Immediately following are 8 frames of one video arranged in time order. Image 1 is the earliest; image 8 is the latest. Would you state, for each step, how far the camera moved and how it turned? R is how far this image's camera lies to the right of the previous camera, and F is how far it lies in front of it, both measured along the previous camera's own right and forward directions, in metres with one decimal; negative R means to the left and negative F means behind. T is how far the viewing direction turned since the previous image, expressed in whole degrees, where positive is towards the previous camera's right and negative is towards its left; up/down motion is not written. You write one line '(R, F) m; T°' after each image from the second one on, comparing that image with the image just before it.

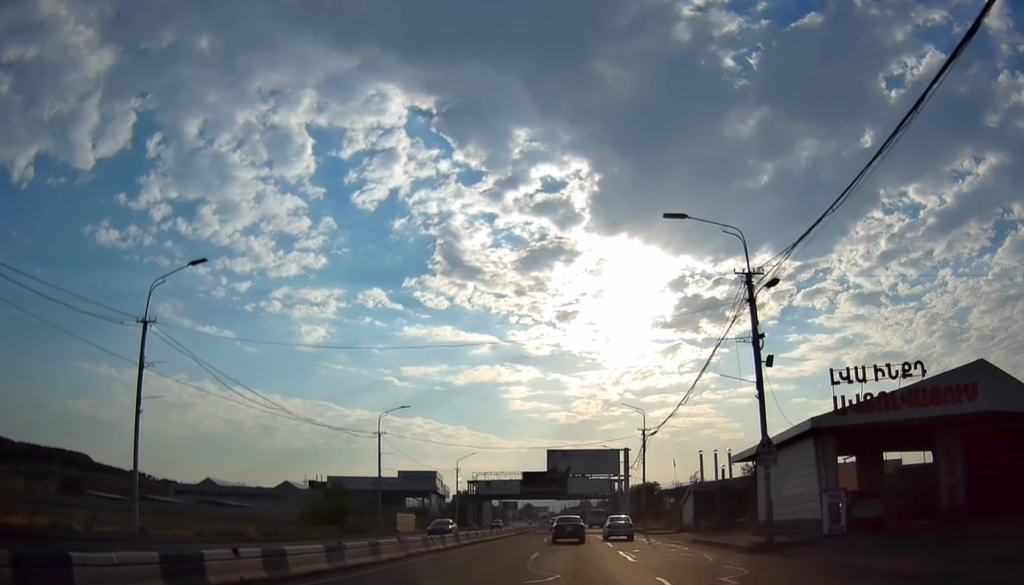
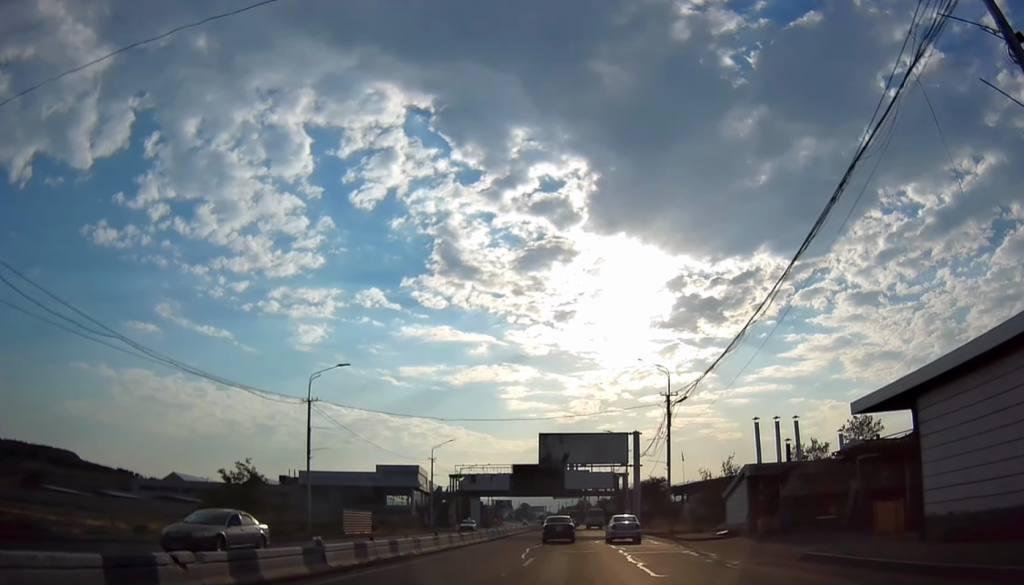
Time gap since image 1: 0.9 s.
(0.0, +16.2) m; 0°
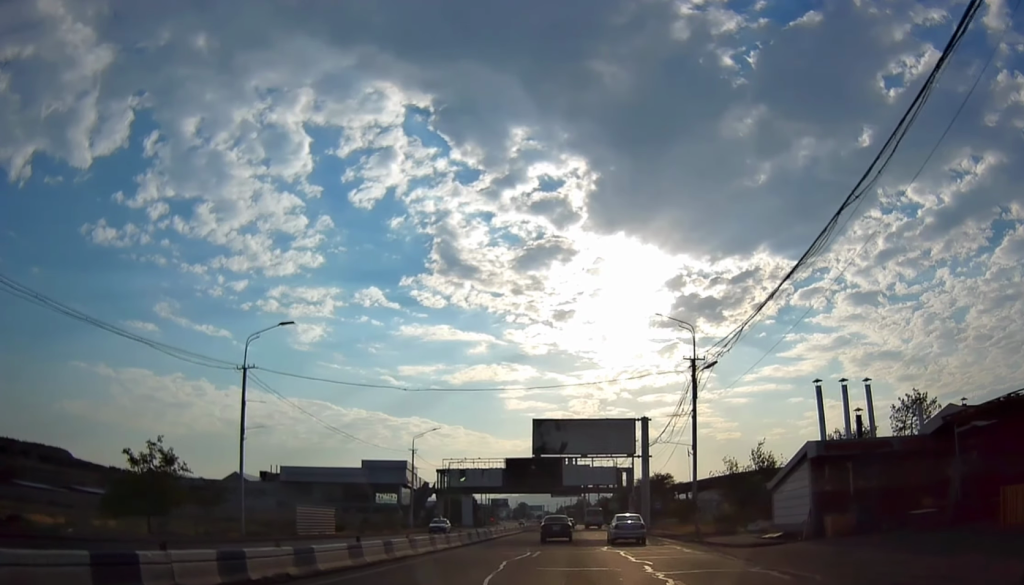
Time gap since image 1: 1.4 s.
(0.0, +9.4) m; 0°
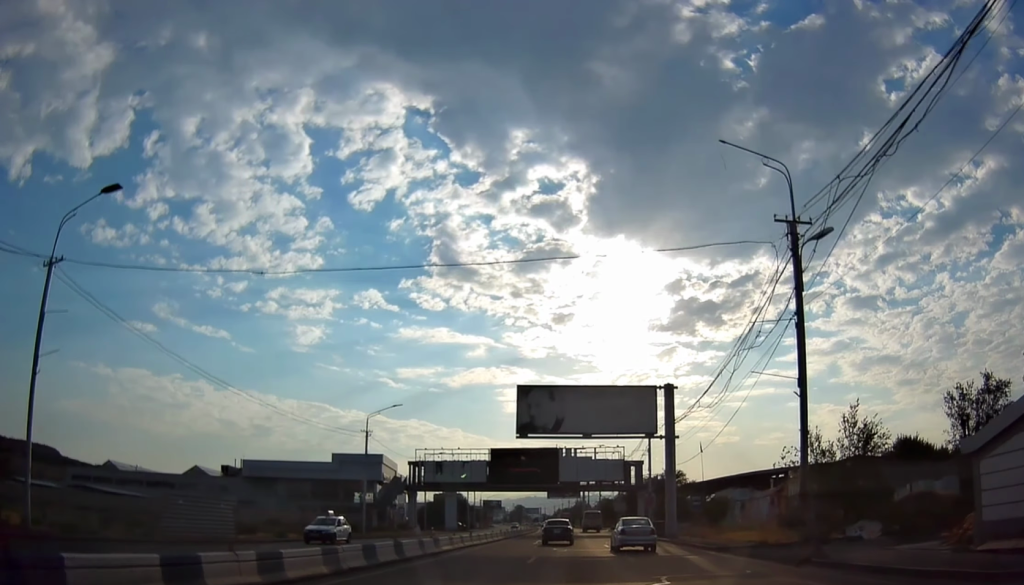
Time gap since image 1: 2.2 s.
(0.0, +16.2) m; 0°
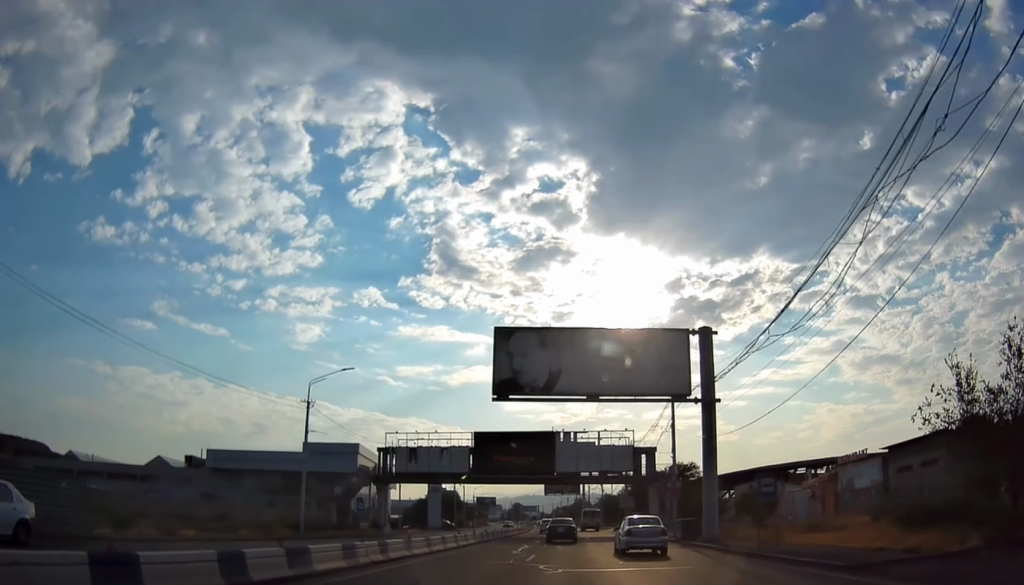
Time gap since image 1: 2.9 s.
(0.0, +12.8) m; 0°
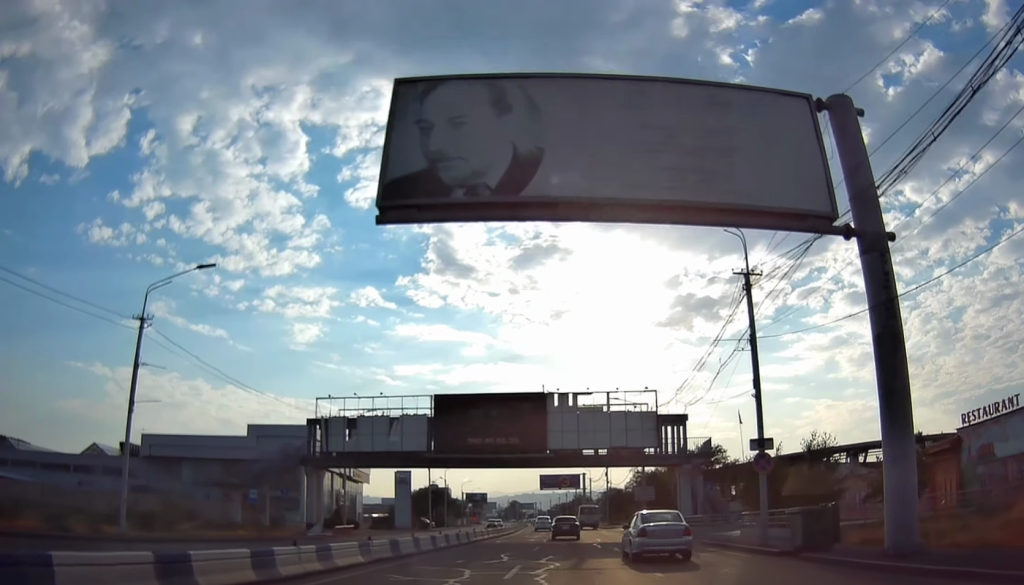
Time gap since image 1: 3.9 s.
(0.0, +19.2) m; 0°
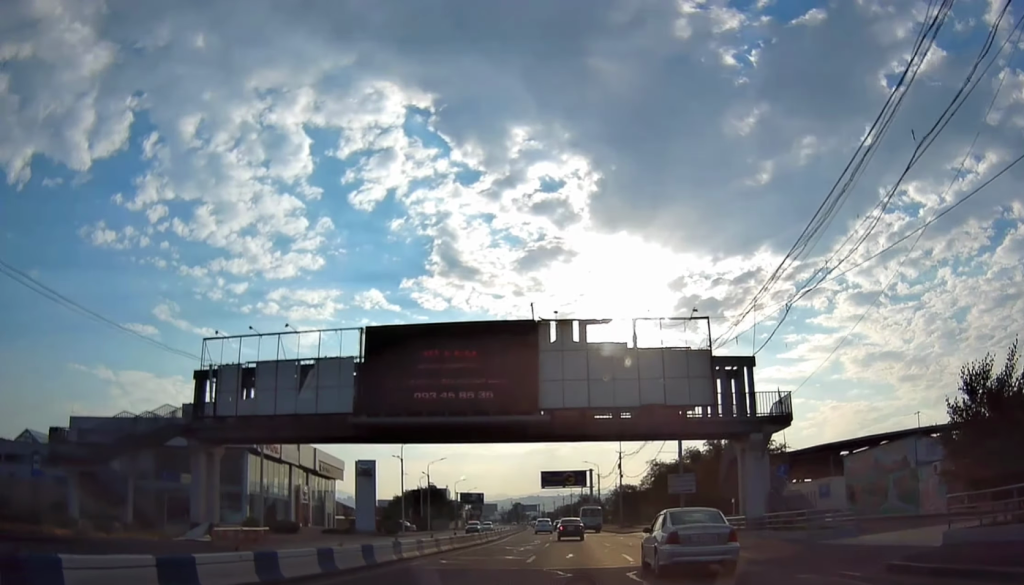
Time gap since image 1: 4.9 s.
(-0.1, +17.8) m; -1°
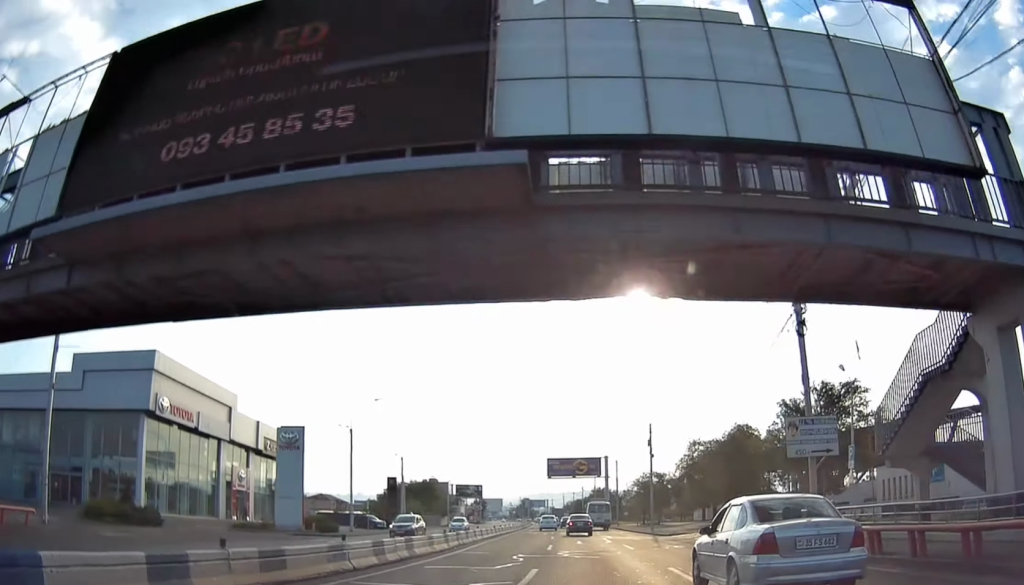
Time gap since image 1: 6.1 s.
(-0.4, +21.3) m; -2°
